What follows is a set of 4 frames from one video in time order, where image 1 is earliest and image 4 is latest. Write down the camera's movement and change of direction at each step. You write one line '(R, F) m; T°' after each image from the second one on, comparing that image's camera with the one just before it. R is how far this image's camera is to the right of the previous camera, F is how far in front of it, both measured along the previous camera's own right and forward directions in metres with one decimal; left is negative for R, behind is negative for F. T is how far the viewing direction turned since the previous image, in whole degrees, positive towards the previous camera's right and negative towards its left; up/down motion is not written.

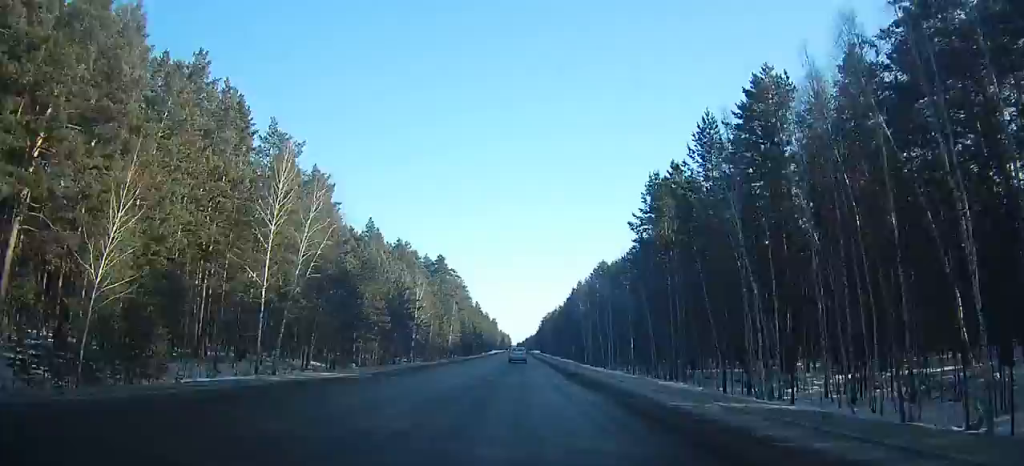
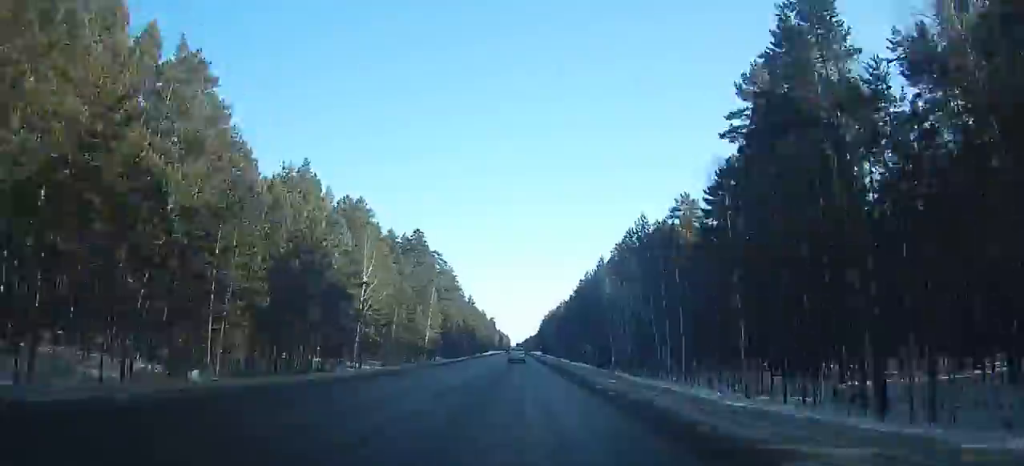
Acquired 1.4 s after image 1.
(+0.1, +32.8) m; 0°
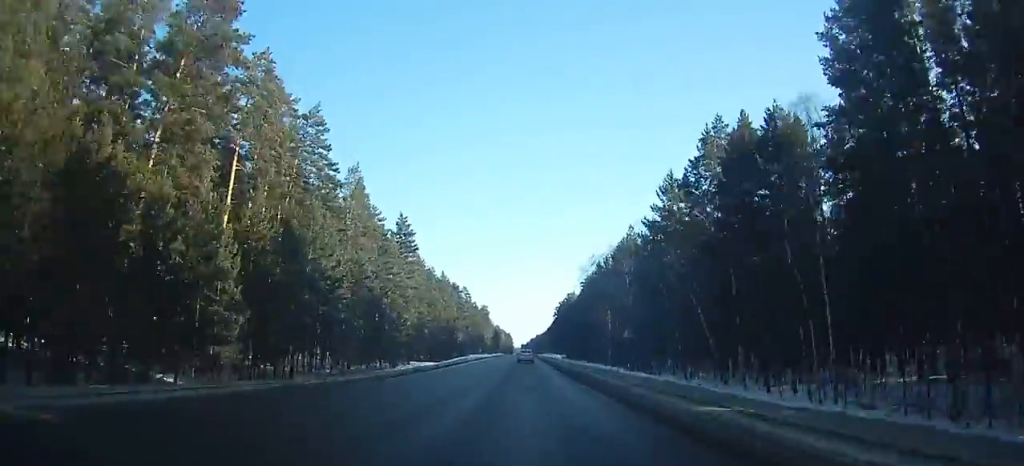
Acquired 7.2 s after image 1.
(+0.4, +137.7) m; 0°
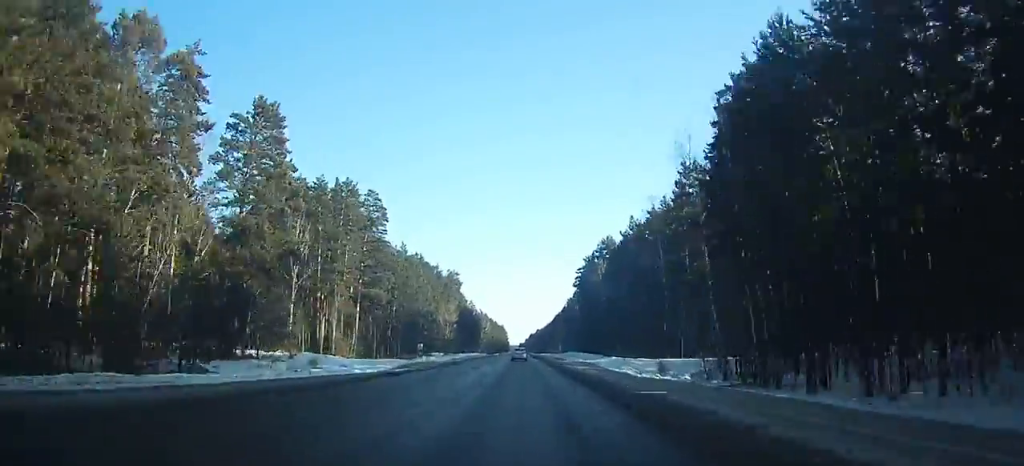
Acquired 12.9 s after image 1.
(-0.7, +136.2) m; -1°
